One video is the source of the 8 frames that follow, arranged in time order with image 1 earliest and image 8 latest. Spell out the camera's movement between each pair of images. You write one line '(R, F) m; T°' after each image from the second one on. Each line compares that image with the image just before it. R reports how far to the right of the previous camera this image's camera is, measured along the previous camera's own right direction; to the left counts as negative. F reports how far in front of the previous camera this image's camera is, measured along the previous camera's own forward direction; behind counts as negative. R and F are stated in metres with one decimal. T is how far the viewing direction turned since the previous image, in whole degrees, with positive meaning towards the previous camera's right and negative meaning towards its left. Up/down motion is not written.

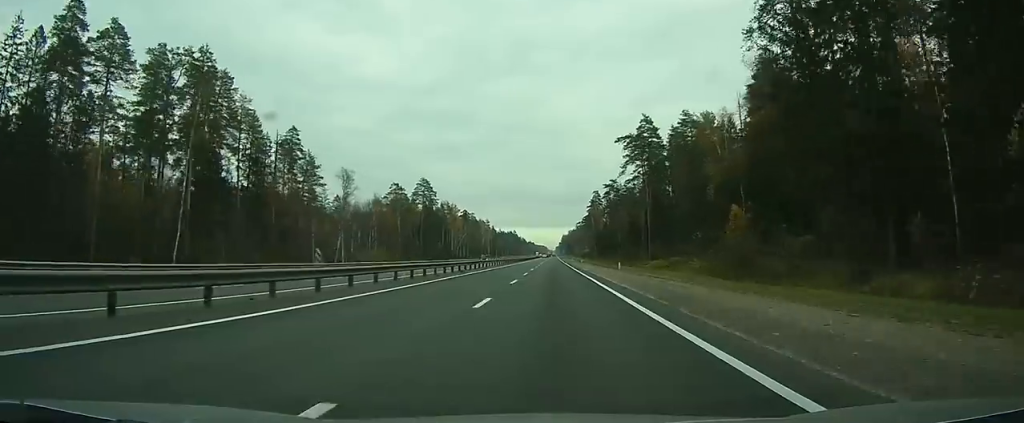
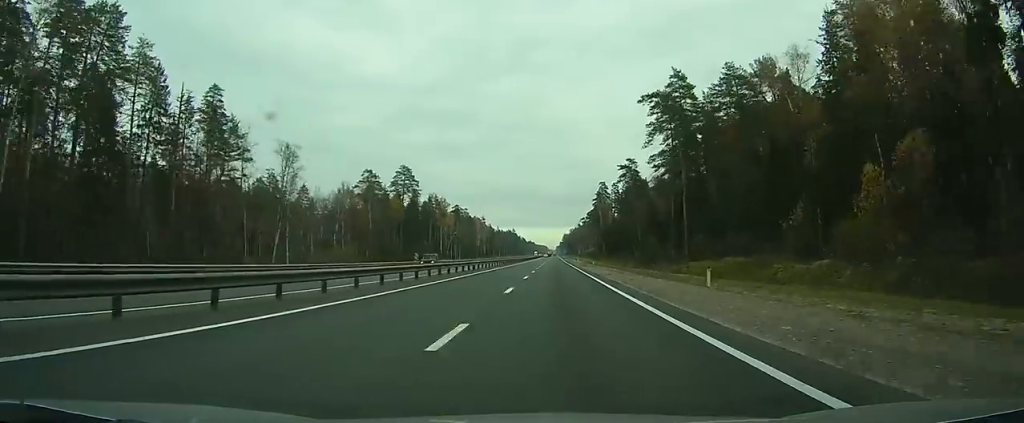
(-0.1, +29.8) m; 0°
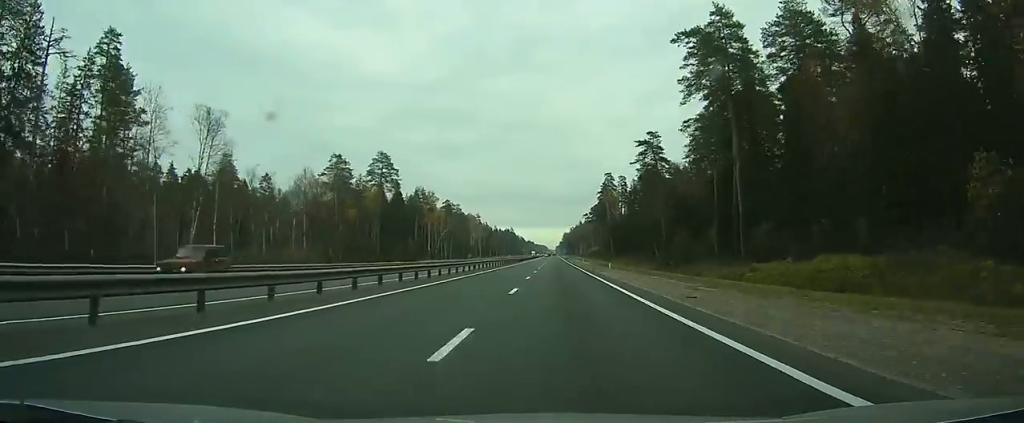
(0.0, +23.3) m; 0°
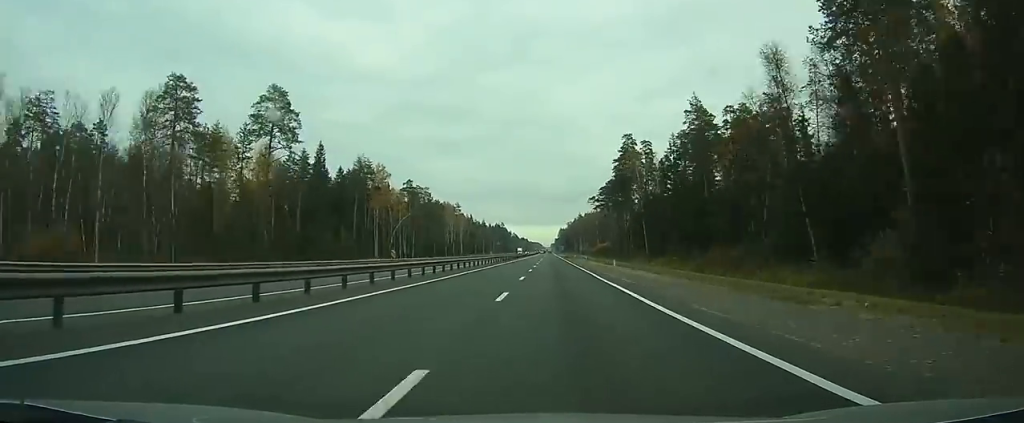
(+0.1, +57.2) m; 0°
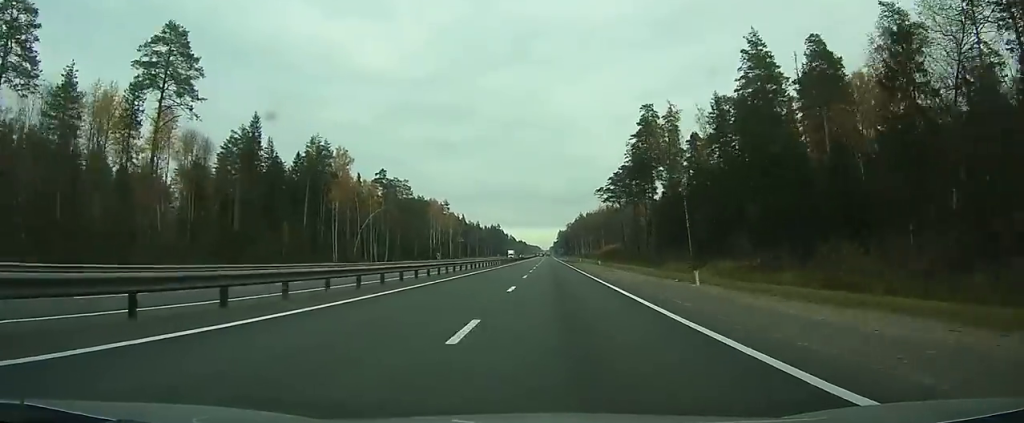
(+0.1, +27.0) m; 0°
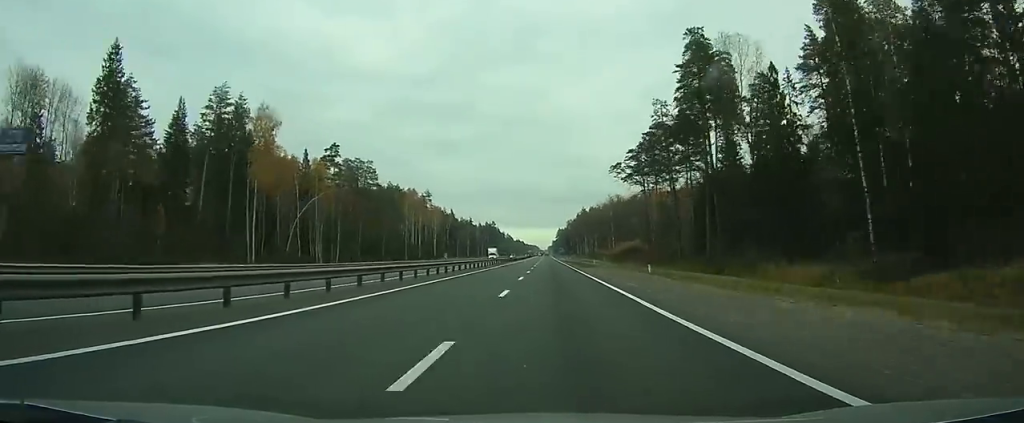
(0.0, +36.3) m; 0°
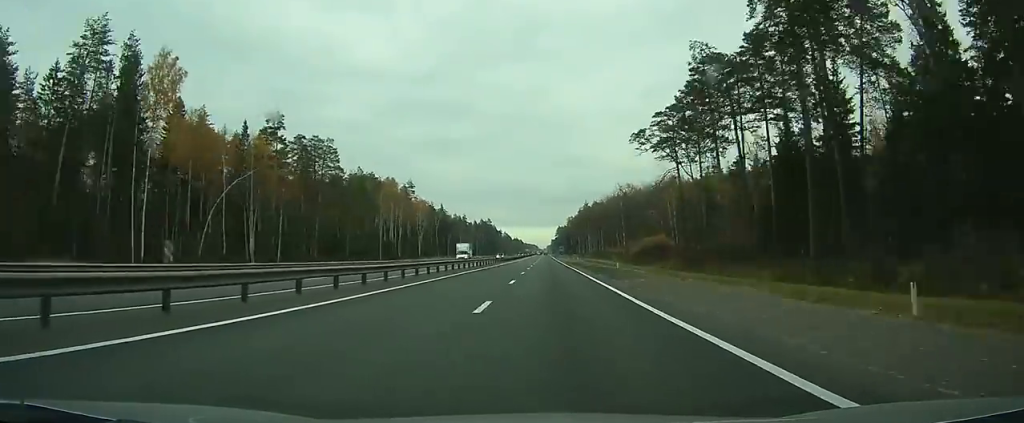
(0.0, +28.0) m; 0°
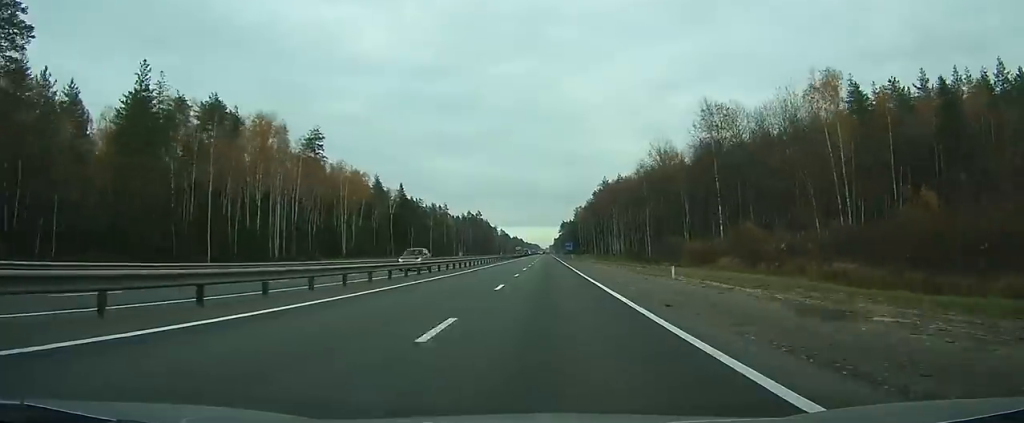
(-0.2, +95.3) m; 0°
